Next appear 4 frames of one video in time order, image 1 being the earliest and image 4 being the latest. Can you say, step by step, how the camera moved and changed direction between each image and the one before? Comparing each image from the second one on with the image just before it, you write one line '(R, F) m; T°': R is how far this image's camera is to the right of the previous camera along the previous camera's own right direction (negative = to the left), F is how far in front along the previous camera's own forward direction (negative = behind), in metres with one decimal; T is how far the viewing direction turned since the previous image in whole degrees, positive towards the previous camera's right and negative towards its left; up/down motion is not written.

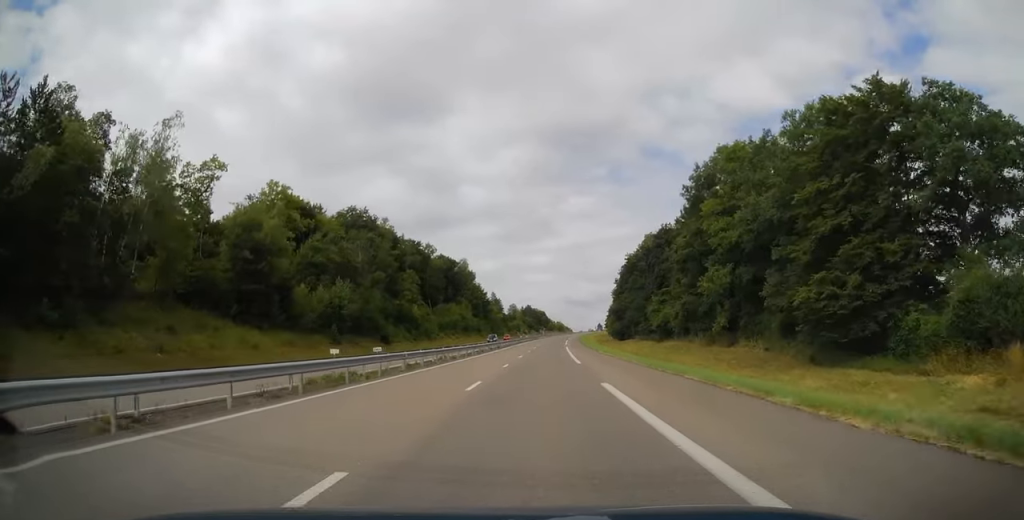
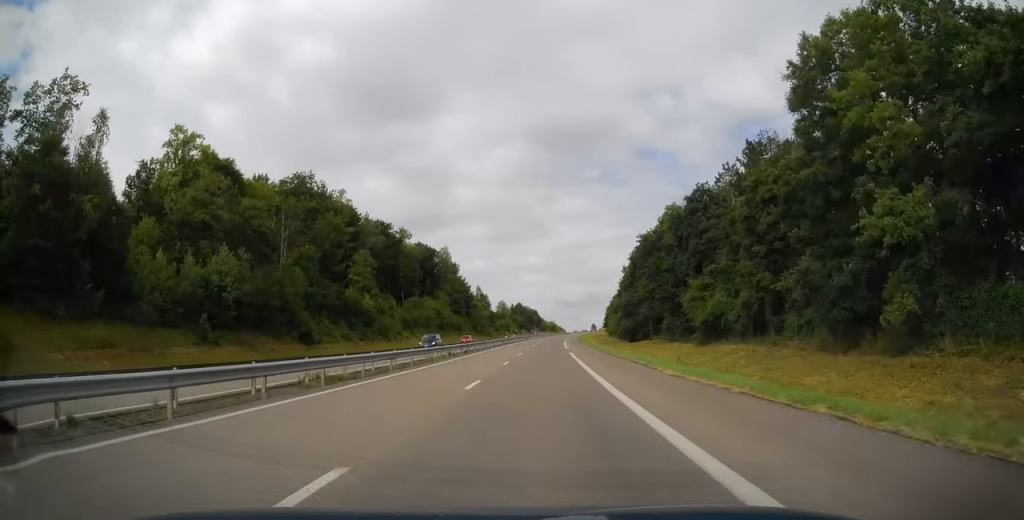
(+0.1, +26.0) m; +1°
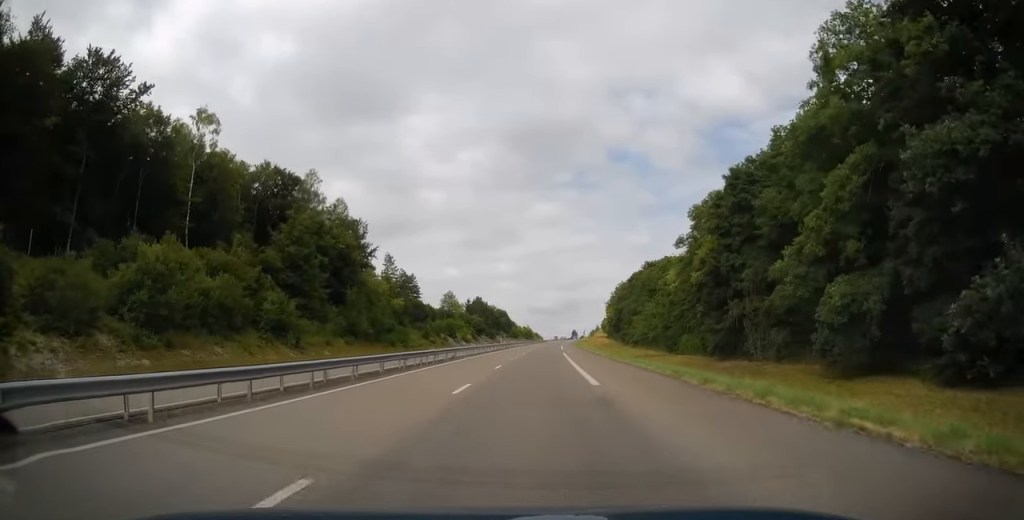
(+2.5, +91.4) m; +3°
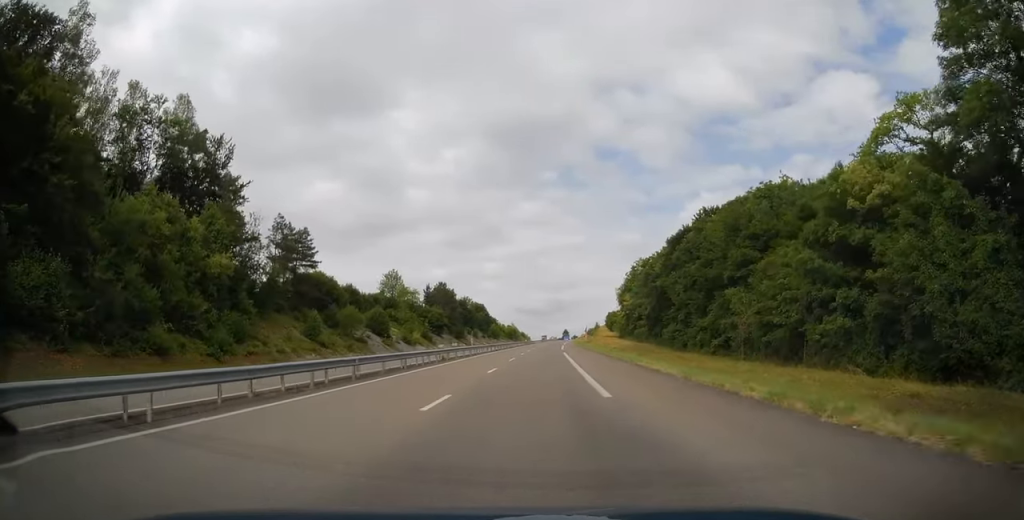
(+0.2, +55.4) m; 0°
